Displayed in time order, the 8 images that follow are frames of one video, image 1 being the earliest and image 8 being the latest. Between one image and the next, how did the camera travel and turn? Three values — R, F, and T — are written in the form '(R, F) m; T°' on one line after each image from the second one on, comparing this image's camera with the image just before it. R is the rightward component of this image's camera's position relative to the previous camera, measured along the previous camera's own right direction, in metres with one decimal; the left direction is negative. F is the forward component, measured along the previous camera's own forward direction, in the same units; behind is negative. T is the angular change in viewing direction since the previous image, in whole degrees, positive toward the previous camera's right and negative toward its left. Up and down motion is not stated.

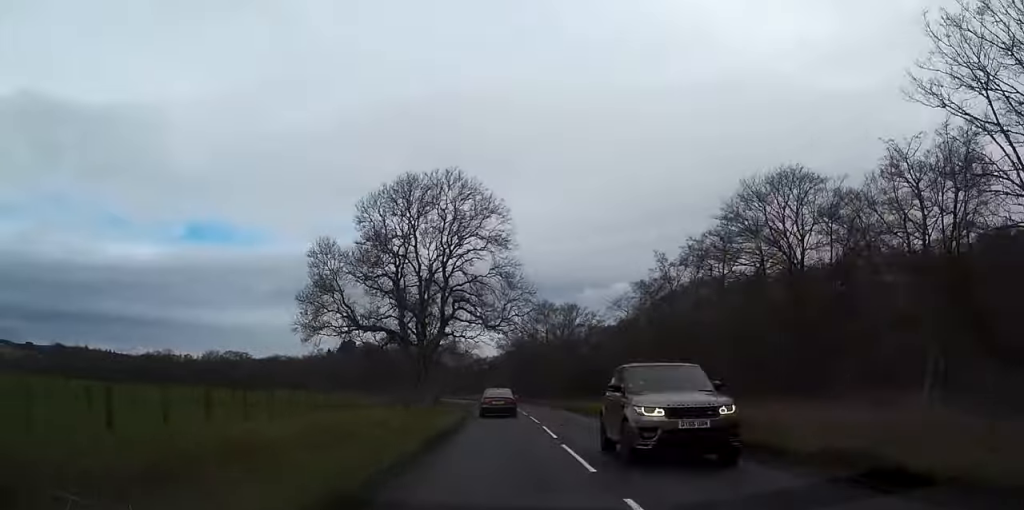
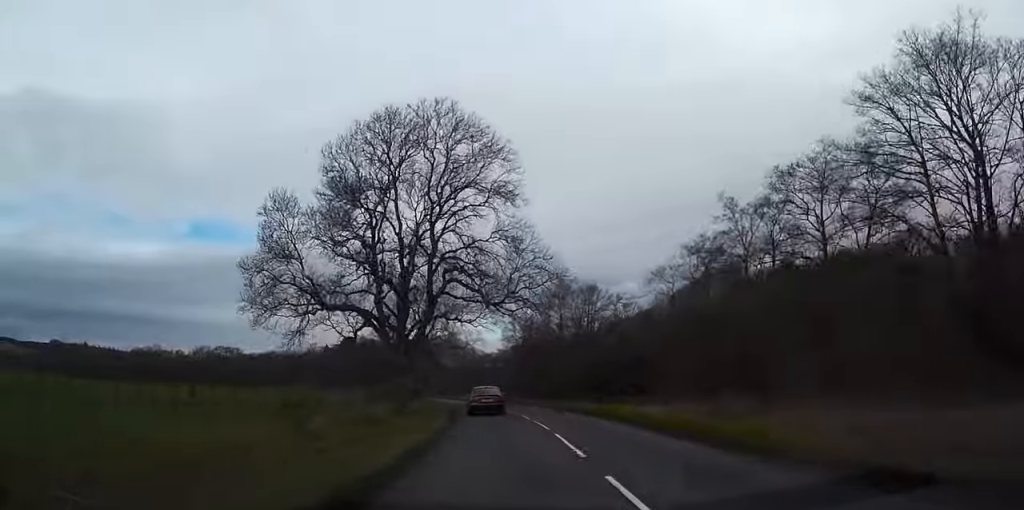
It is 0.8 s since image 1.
(-0.1, +16.0) m; -1°
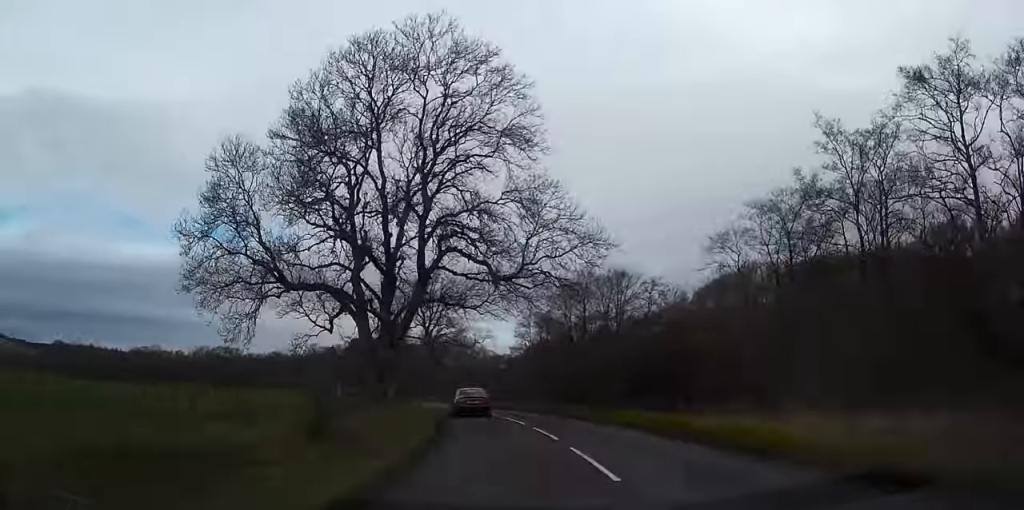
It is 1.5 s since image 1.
(0.0, +12.2) m; -1°
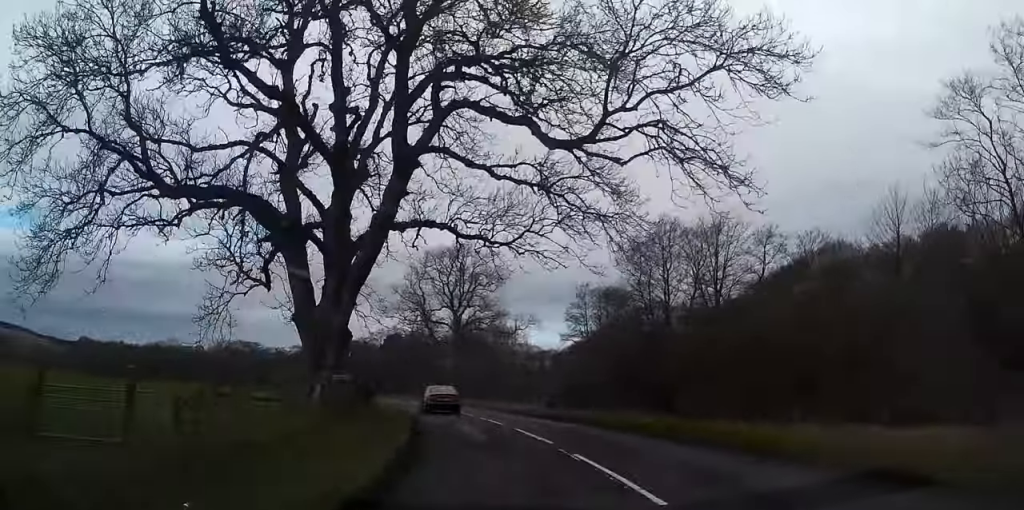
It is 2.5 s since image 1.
(-0.3, +20.4) m; -3°
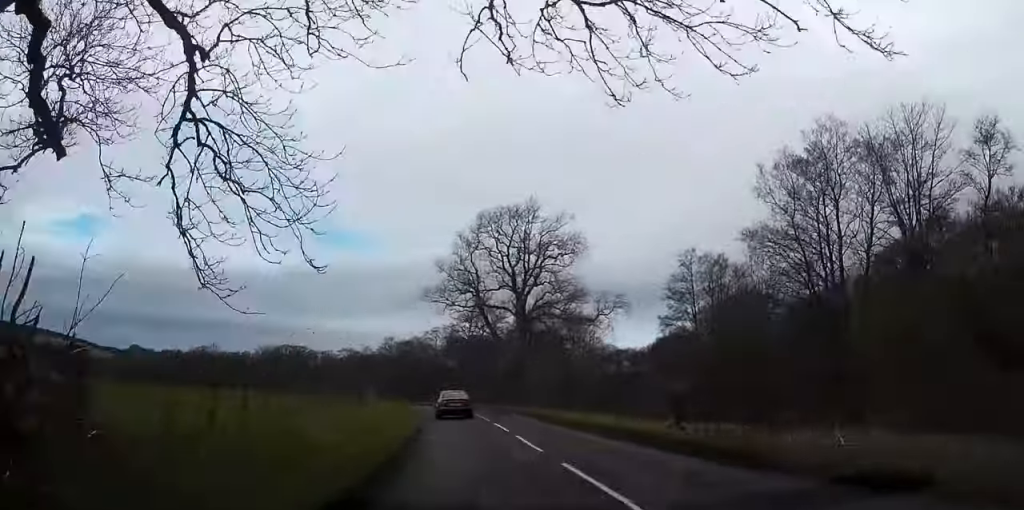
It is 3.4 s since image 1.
(-0.7, +18.6) m; -4°
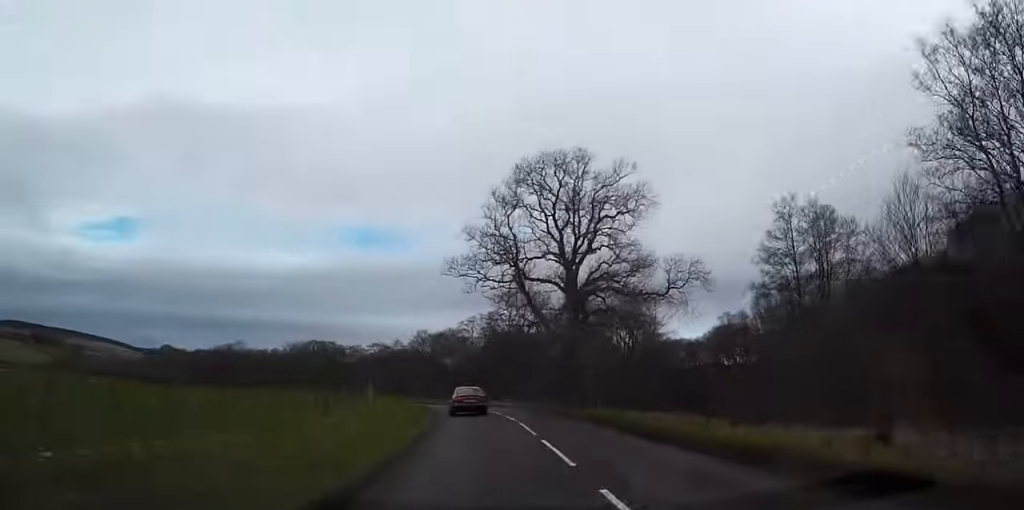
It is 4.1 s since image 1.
(-0.5, +12.5) m; -3°
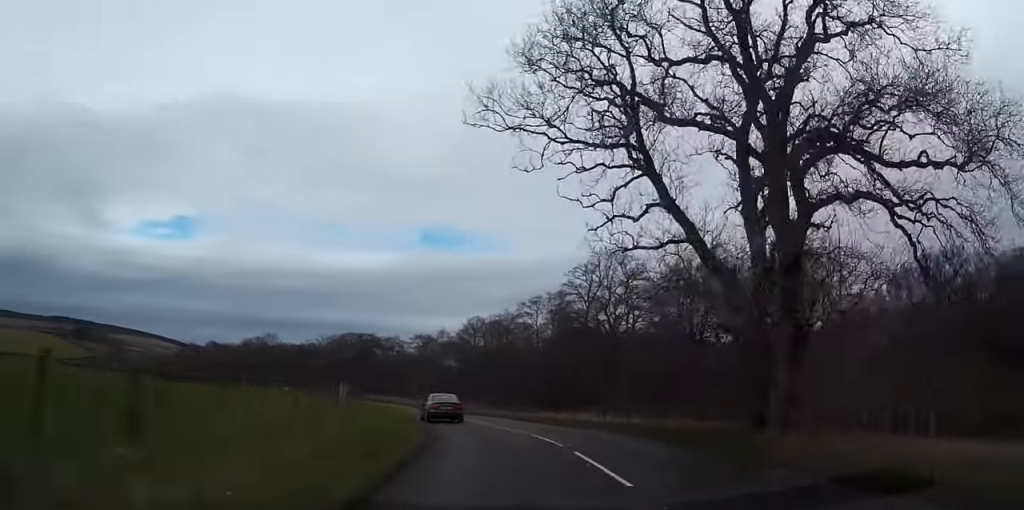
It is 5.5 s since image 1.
(-1.5, +28.5) m; -6°
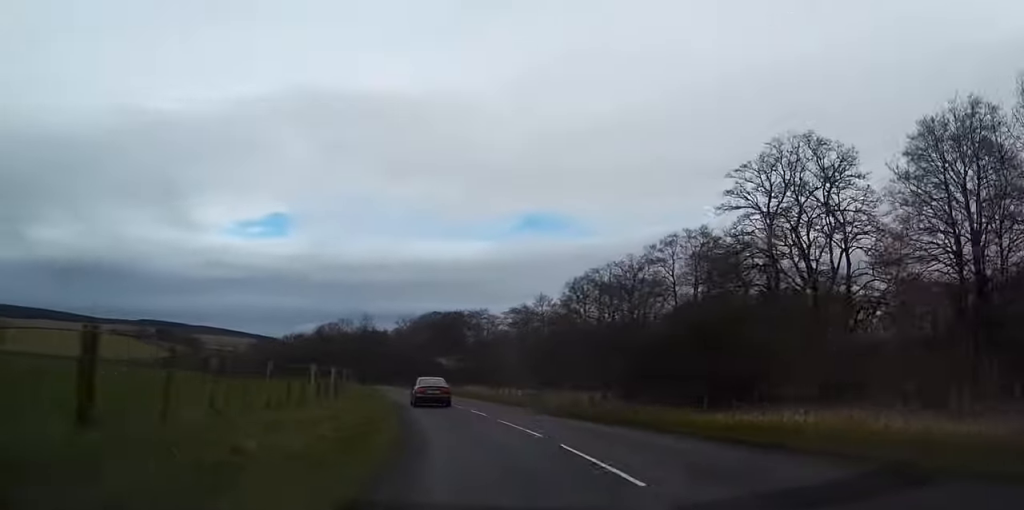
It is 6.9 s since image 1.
(-1.8, +27.8) m; -8°
